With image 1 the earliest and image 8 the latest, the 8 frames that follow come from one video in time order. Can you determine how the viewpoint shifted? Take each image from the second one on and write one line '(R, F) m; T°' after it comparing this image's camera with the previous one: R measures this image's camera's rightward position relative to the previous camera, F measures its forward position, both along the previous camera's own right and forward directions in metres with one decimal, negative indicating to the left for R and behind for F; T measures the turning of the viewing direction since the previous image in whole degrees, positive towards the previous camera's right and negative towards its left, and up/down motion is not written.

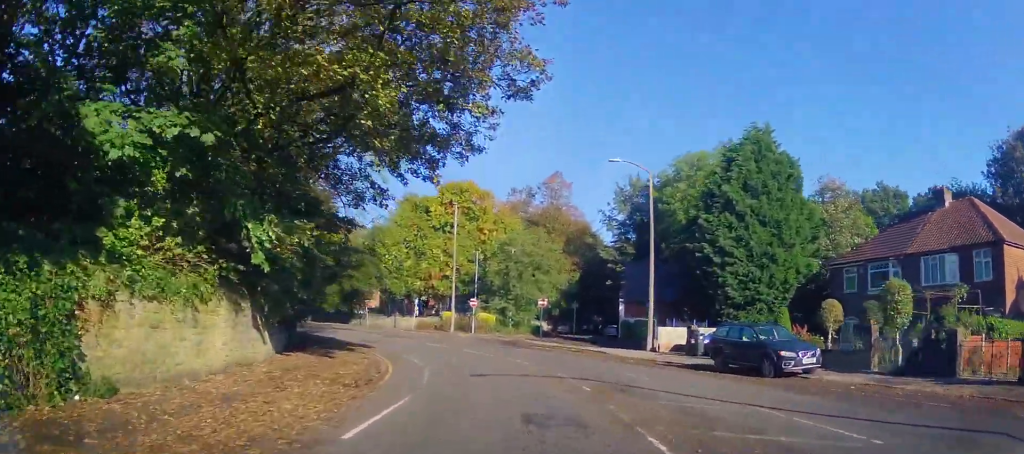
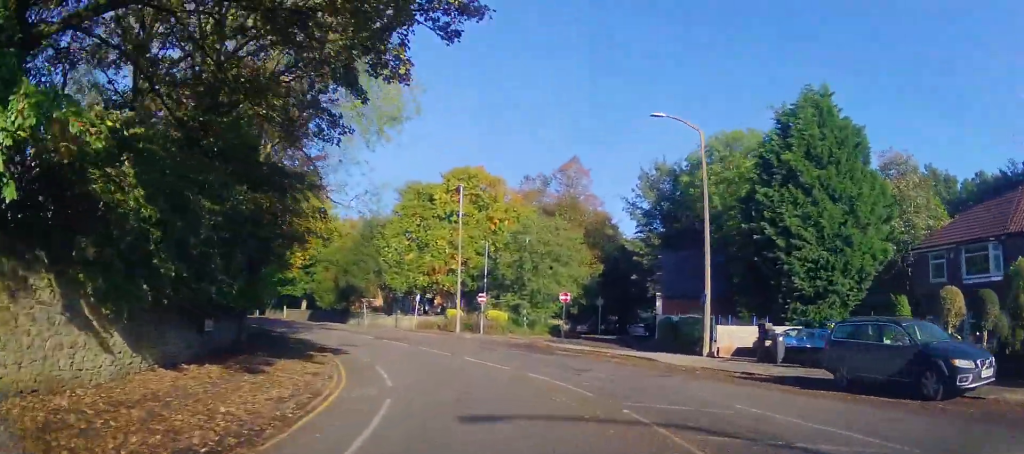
(0.0, +7.2) m; -2°
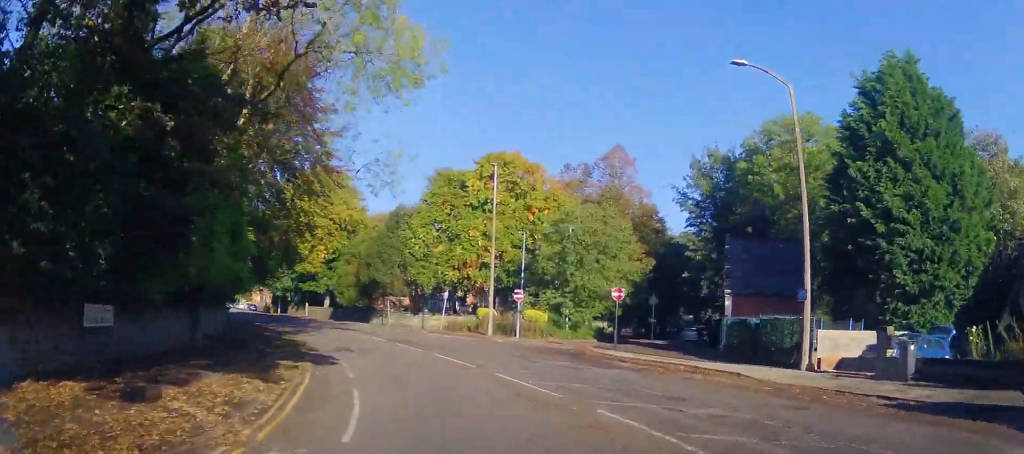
(0.0, +6.0) m; -3°
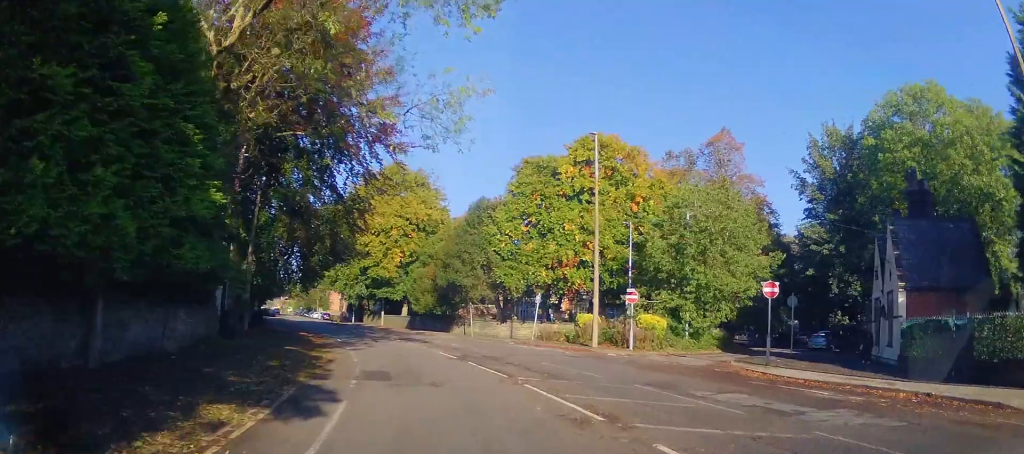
(-0.5, +8.2) m; -8°
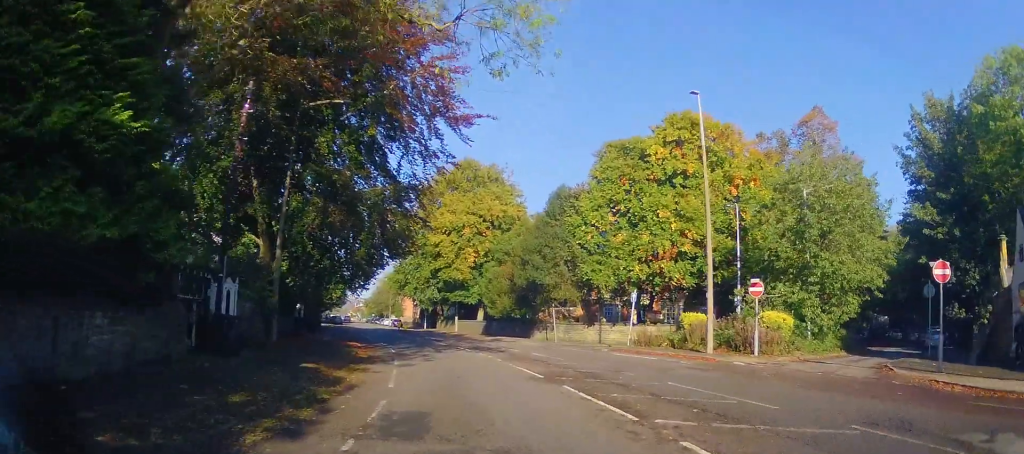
(-0.4, +6.0) m; -6°
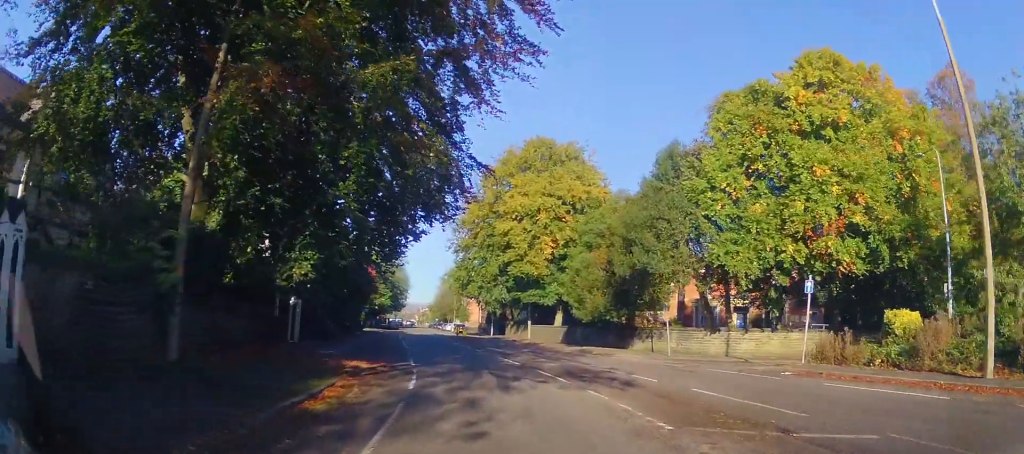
(-1.3, +12.0) m; -11°
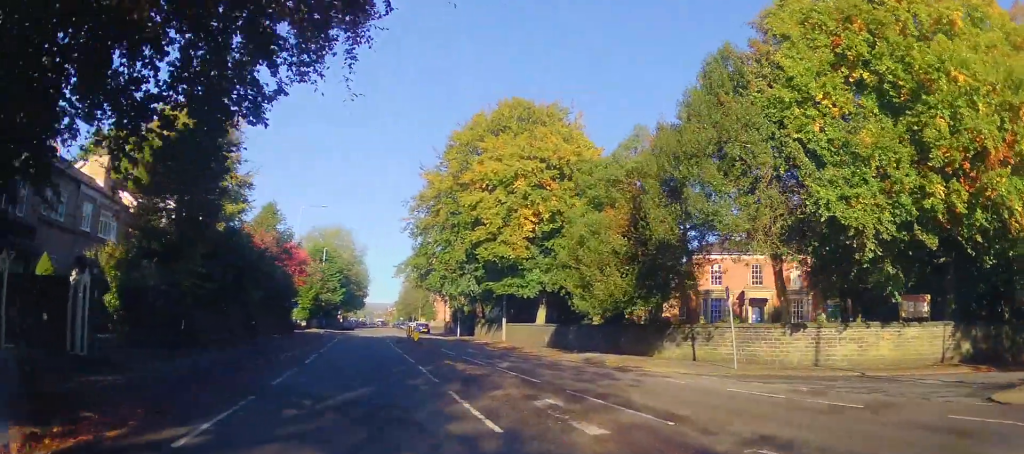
(-1.1, +12.0) m; -7°
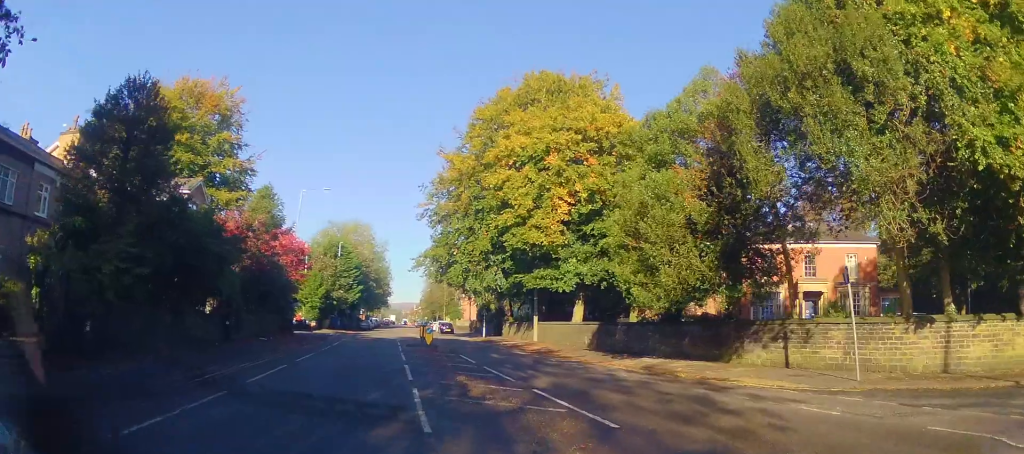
(+0.2, +6.8) m; +3°
